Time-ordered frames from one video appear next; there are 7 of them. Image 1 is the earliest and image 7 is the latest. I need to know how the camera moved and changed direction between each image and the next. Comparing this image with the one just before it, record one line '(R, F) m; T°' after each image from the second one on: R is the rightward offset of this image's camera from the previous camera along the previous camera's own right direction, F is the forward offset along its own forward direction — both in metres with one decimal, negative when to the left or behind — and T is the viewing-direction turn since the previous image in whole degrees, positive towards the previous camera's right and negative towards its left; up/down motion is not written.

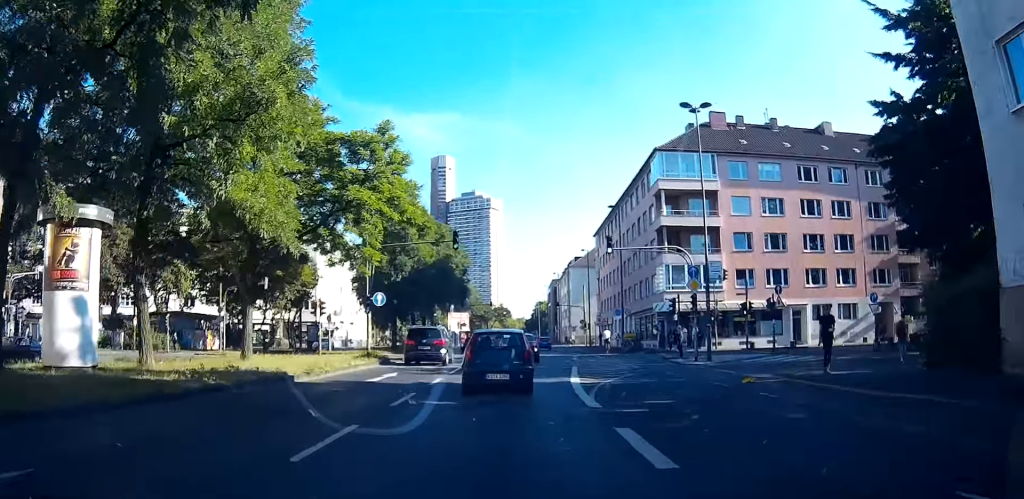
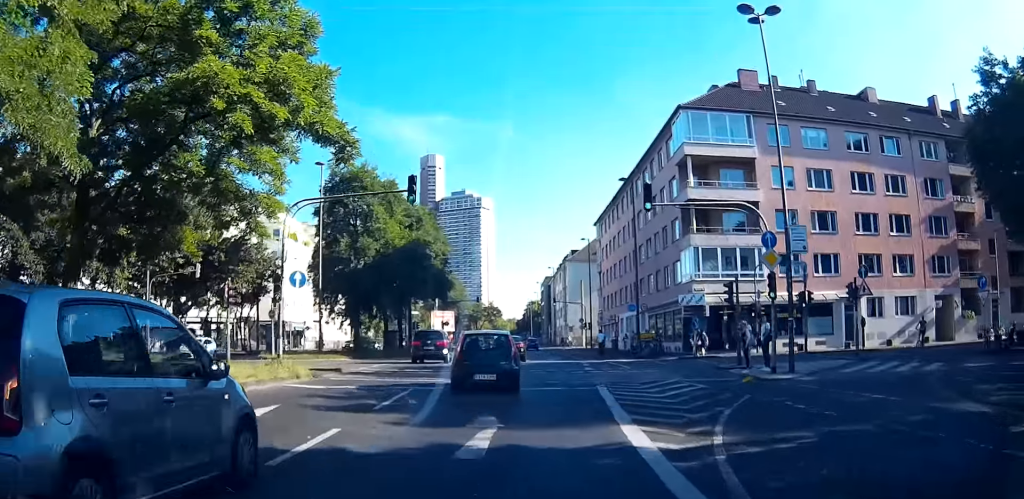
(0.0, +12.7) m; +1°
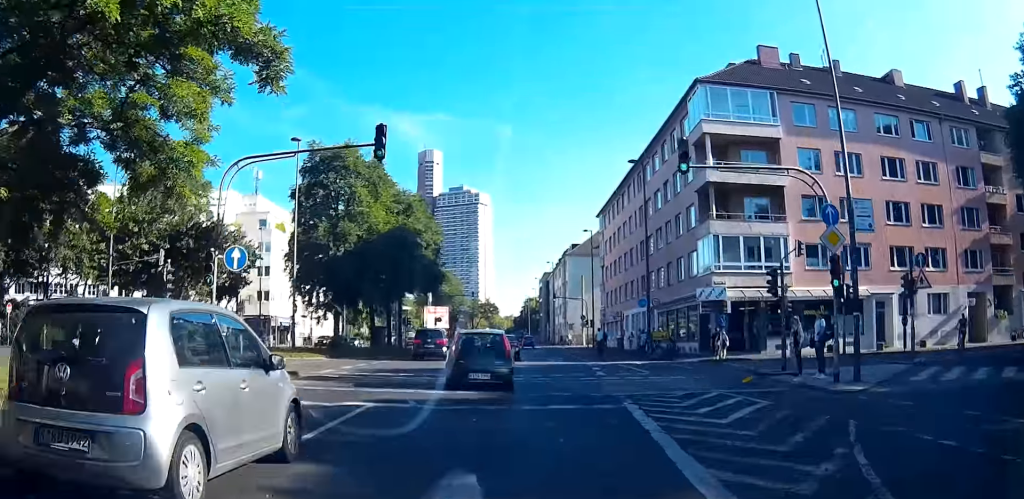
(+0.1, +5.2) m; 0°
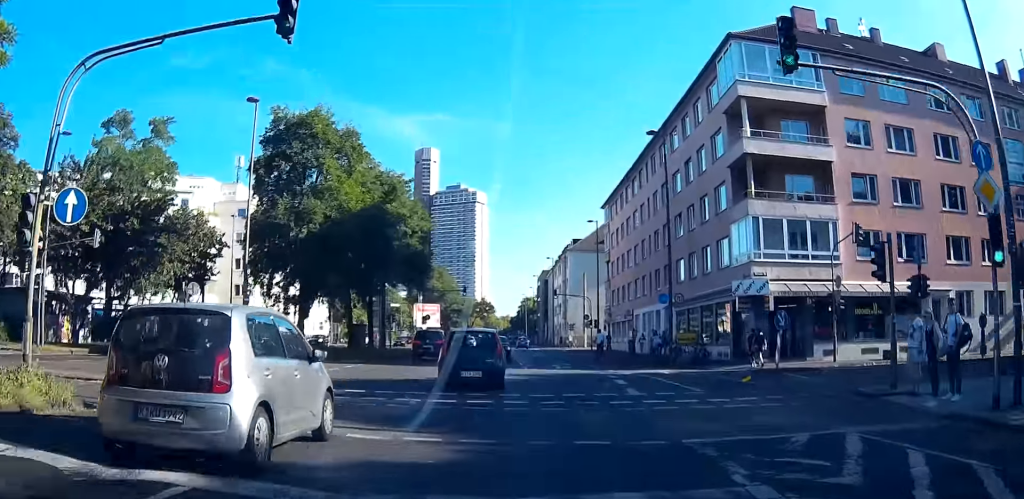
(0.0, +7.3) m; 0°
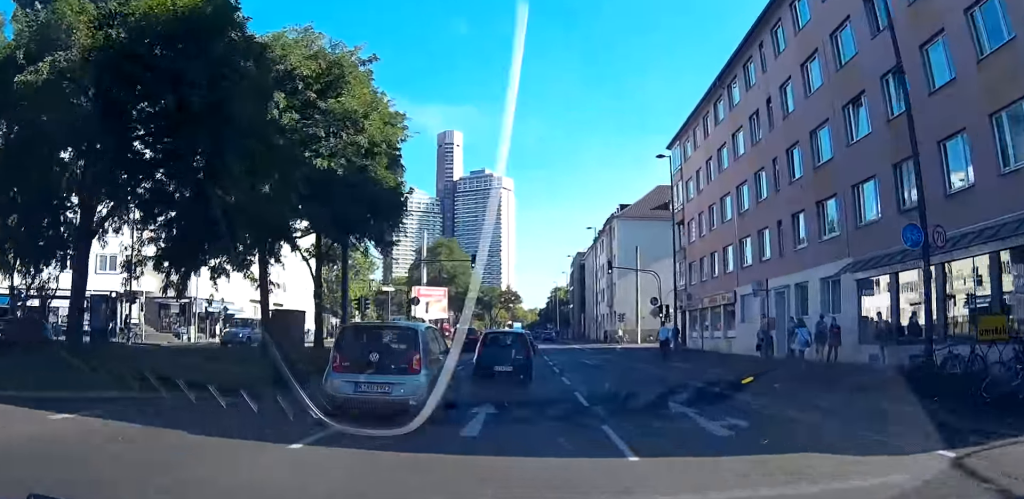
(-0.7, +23.0) m; -3°
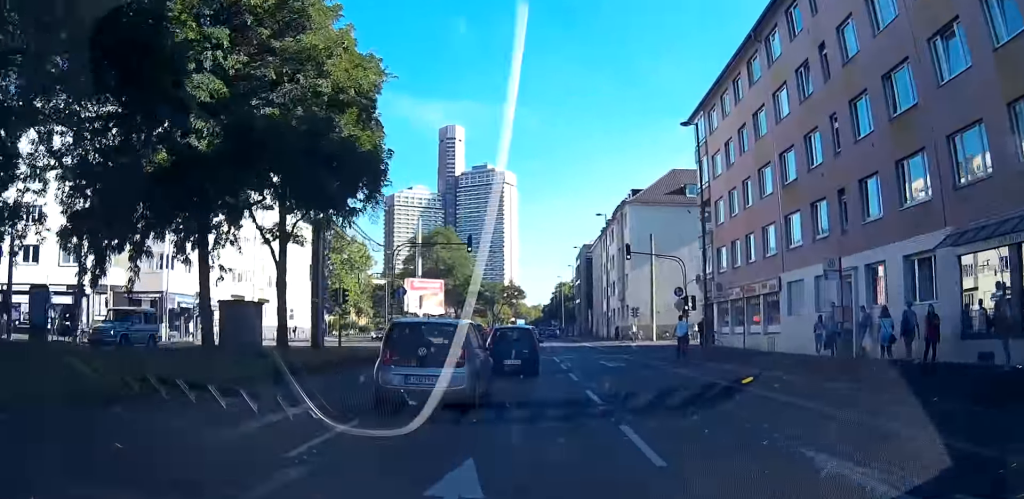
(0.0, +6.9) m; 0°
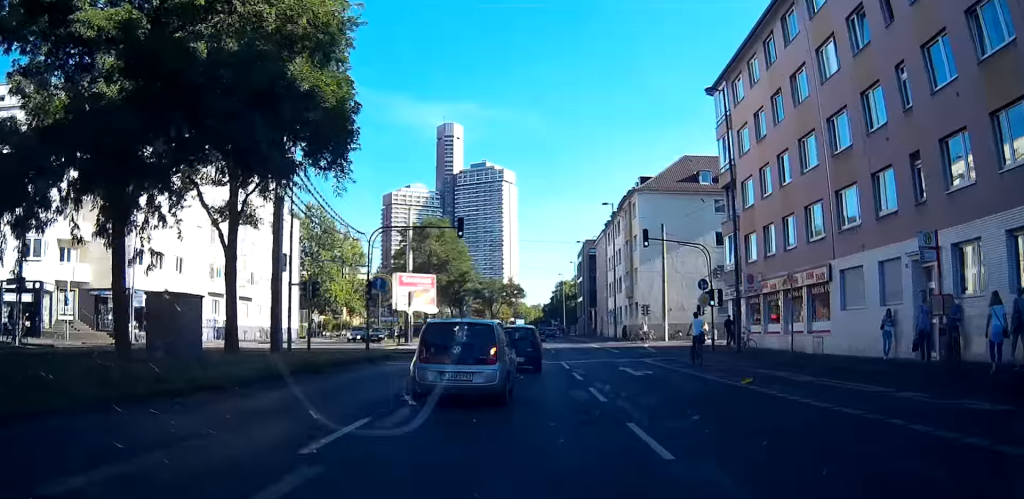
(0.0, +6.4) m; 0°
